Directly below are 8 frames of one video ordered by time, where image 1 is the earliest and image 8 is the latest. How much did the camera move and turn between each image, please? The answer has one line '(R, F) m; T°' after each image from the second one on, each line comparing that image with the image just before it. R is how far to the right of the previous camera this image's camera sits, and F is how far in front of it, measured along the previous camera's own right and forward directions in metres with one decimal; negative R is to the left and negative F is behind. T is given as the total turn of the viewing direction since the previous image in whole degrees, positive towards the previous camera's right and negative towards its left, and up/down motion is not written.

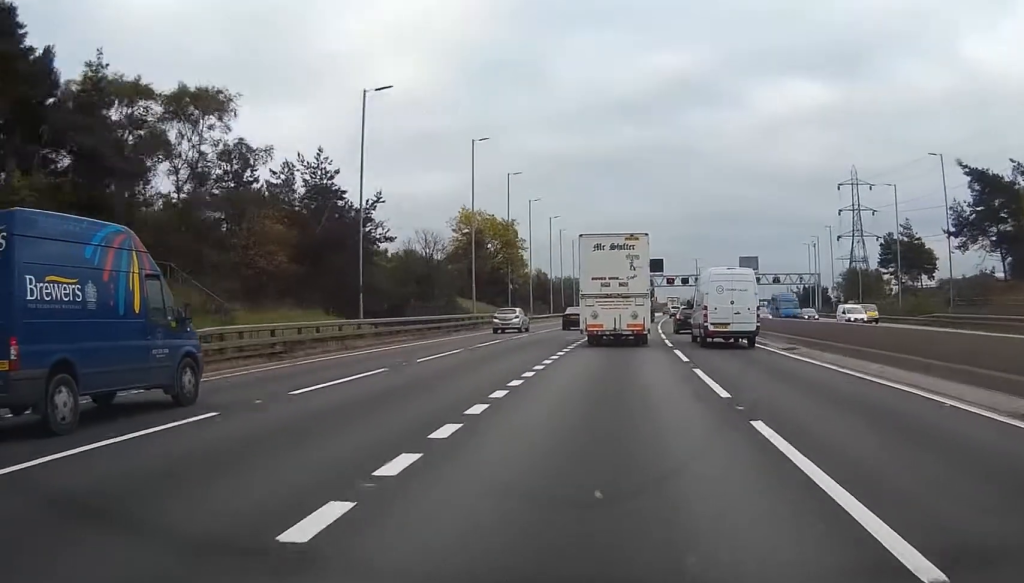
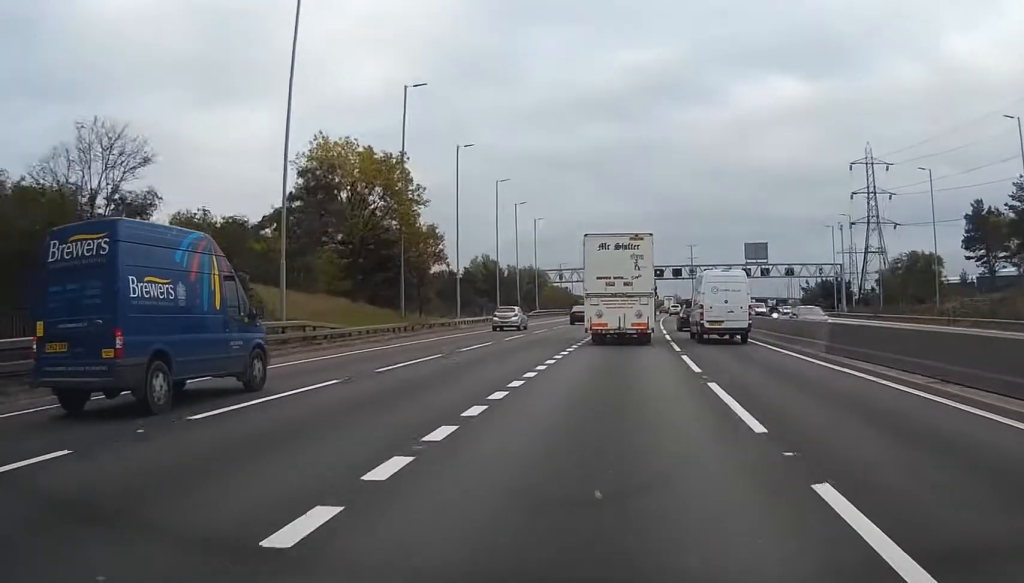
(0.0, +37.6) m; 0°
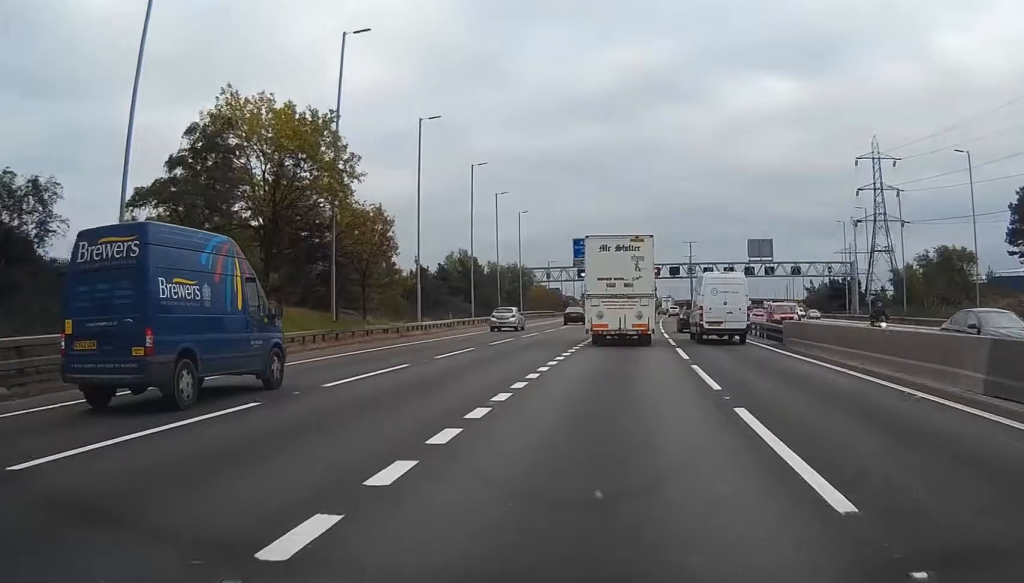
(0.0, +12.0) m; 0°
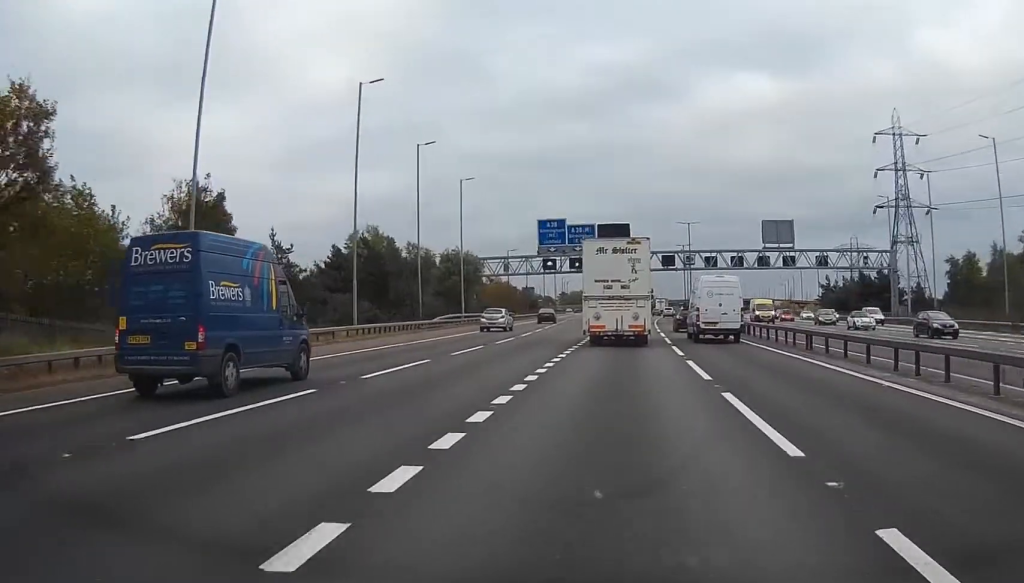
(0.0, +31.9) m; 0°
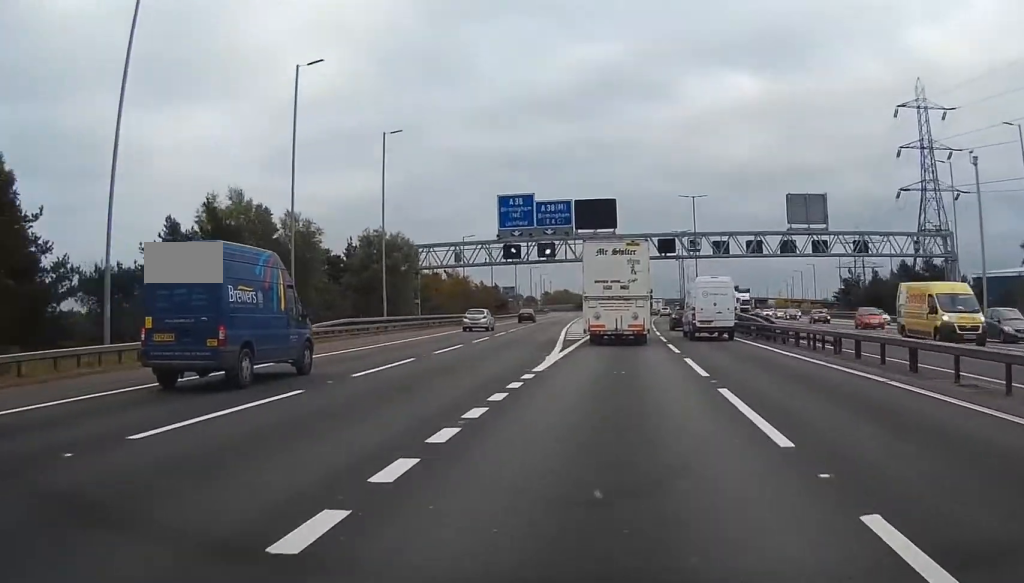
(0.0, +25.5) m; 0°
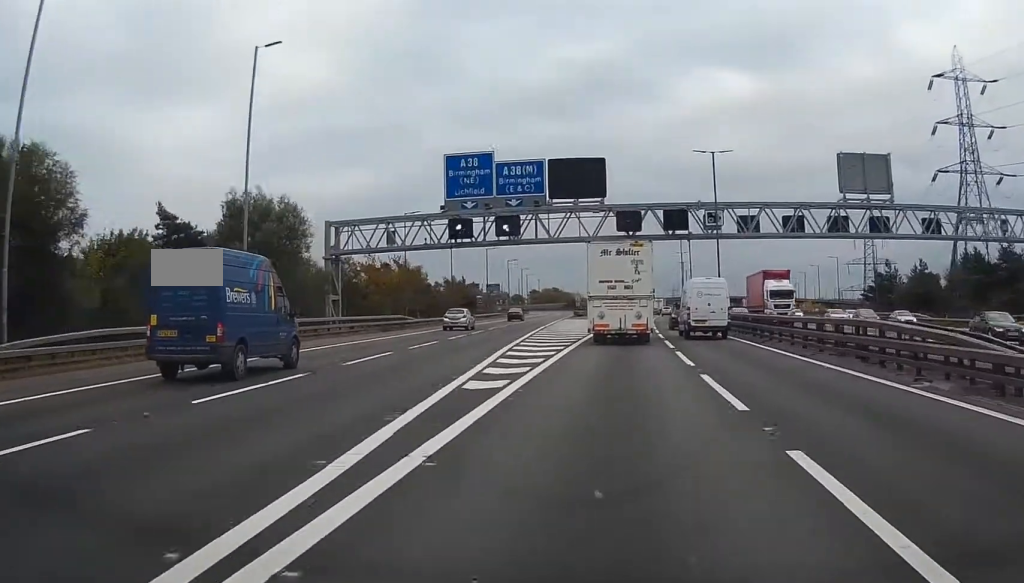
(0.0, +23.9) m; 0°
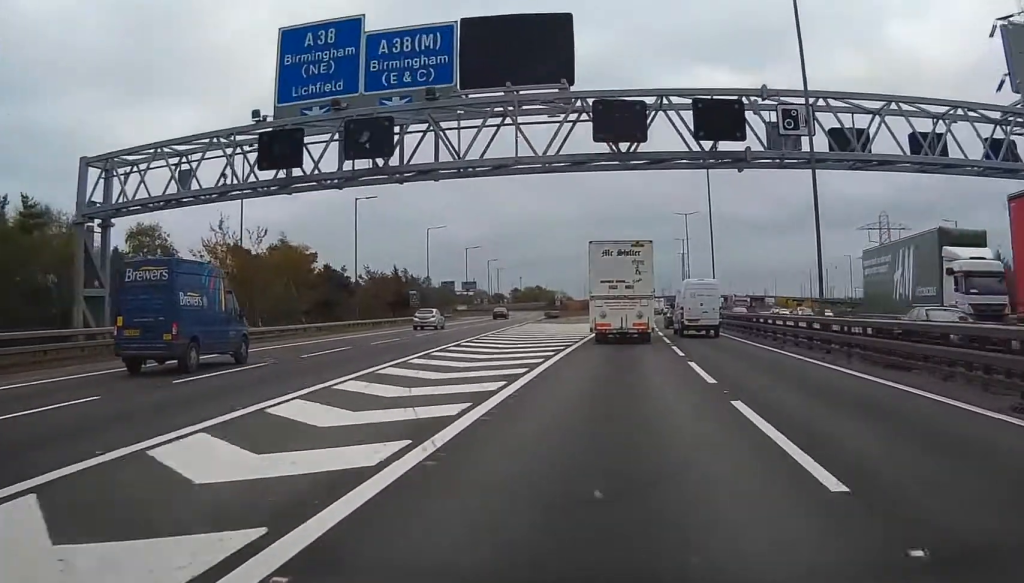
(0.0, +31.9) m; 0°
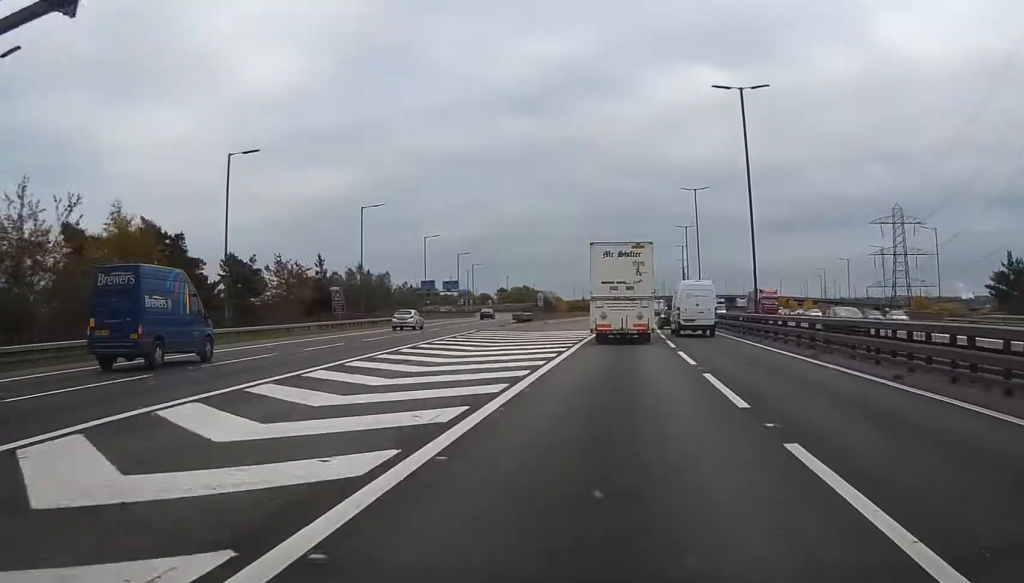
(0.0, +21.8) m; 0°
